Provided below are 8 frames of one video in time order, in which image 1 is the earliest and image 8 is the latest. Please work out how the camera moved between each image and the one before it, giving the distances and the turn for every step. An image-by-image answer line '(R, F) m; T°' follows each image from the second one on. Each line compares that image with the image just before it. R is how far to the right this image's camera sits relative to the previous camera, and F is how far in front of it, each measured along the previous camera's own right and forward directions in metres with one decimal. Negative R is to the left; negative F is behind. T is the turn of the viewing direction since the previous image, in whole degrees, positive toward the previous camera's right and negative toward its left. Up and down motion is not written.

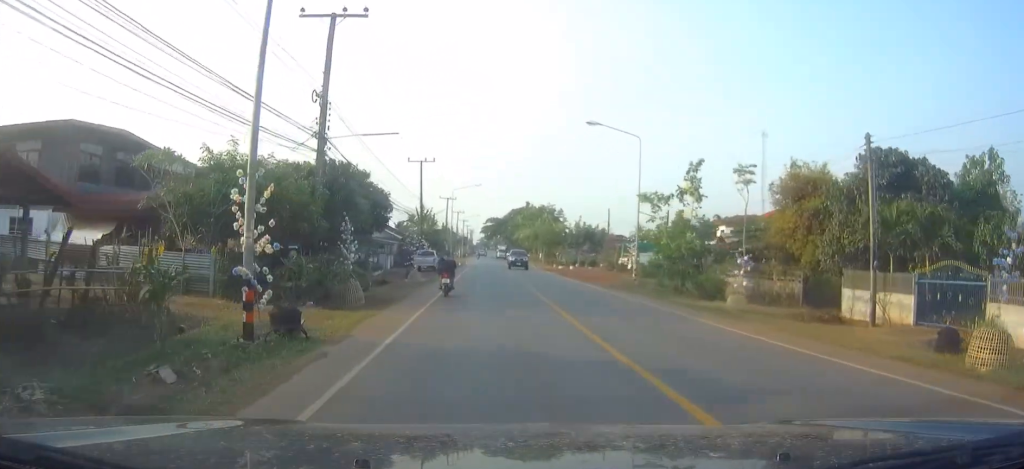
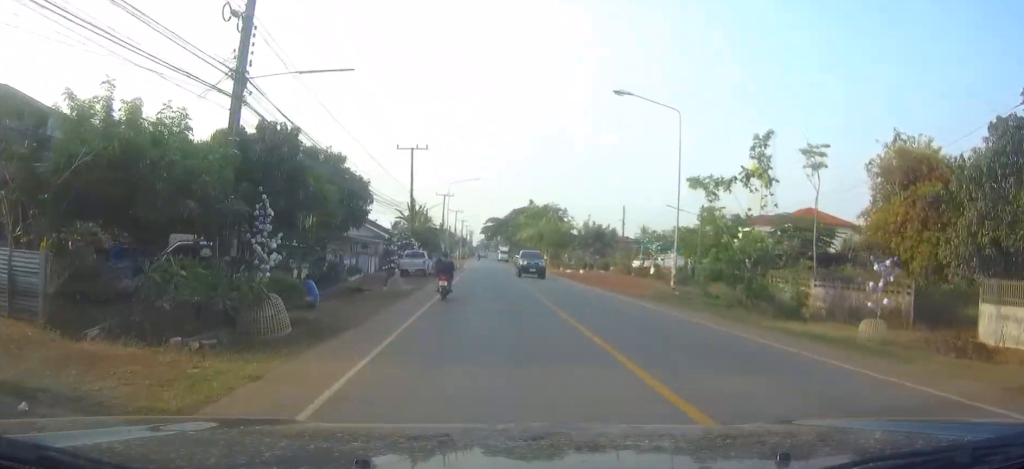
(-0.1, +8.3) m; -1°
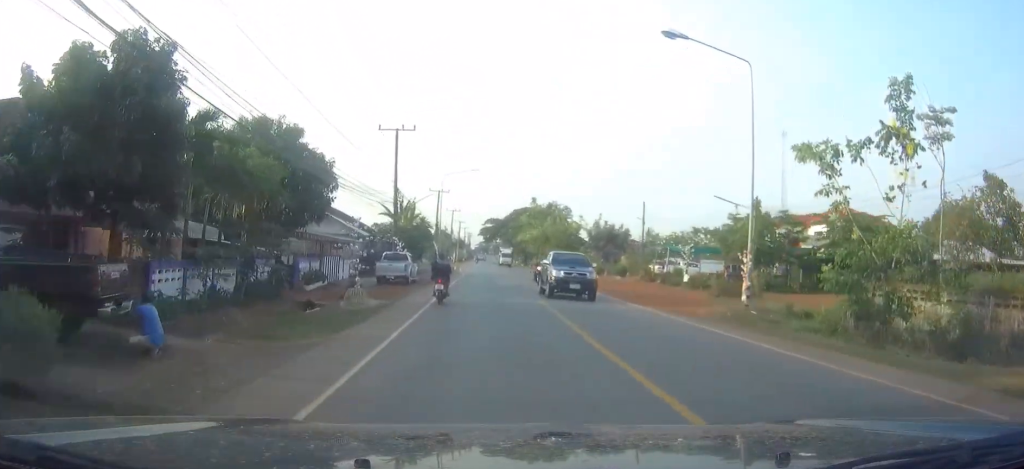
(-0.1, +9.9) m; 0°
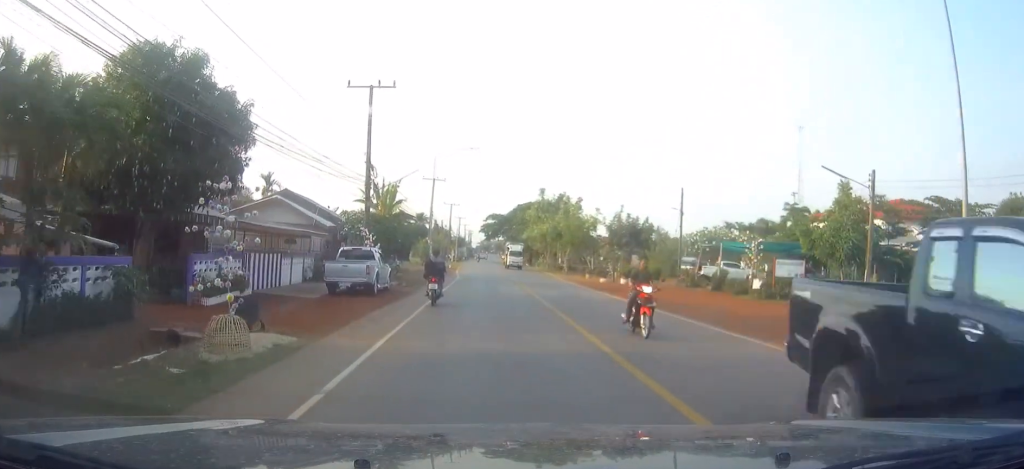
(+0.1, +11.5) m; 0°
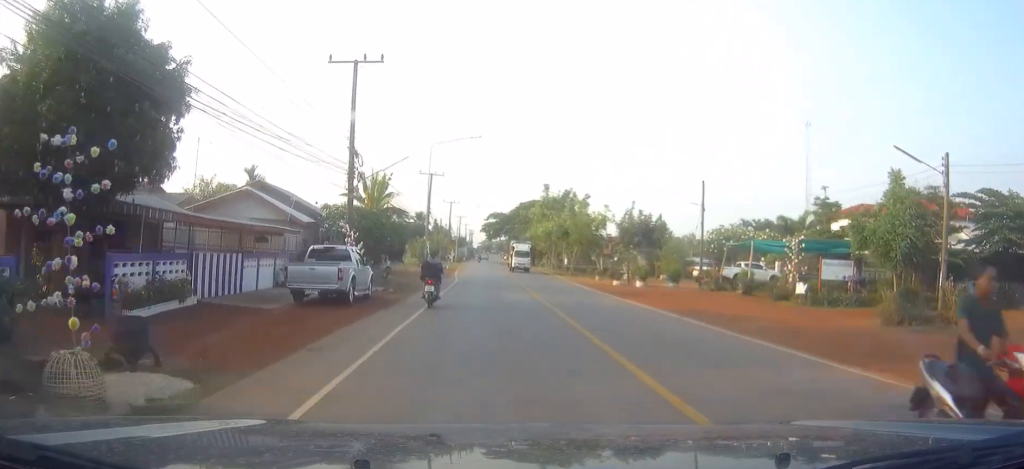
(0.0, +4.8) m; 0°
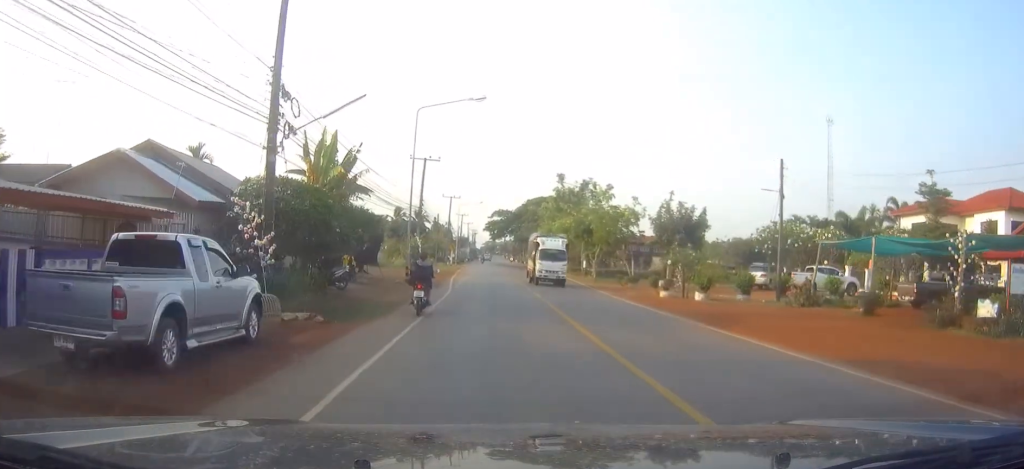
(-0.1, +12.4) m; 0°
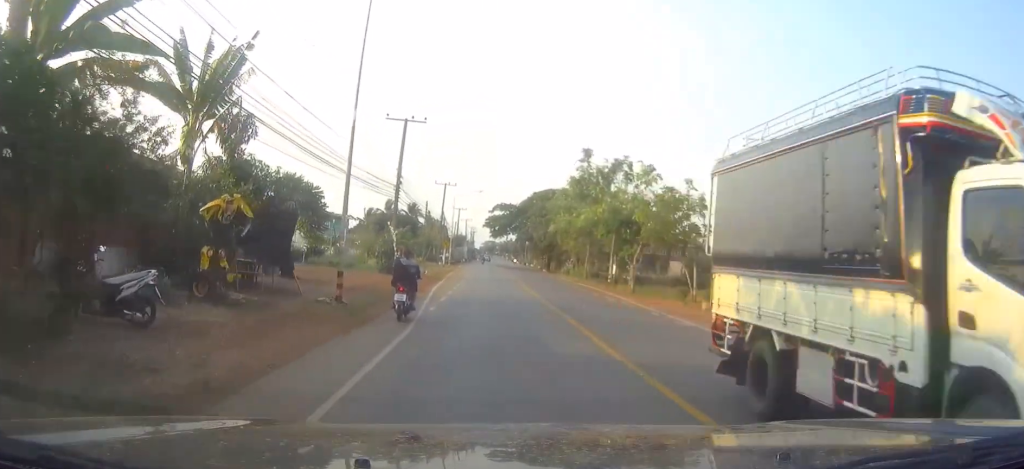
(0.0, +15.6) m; +1°
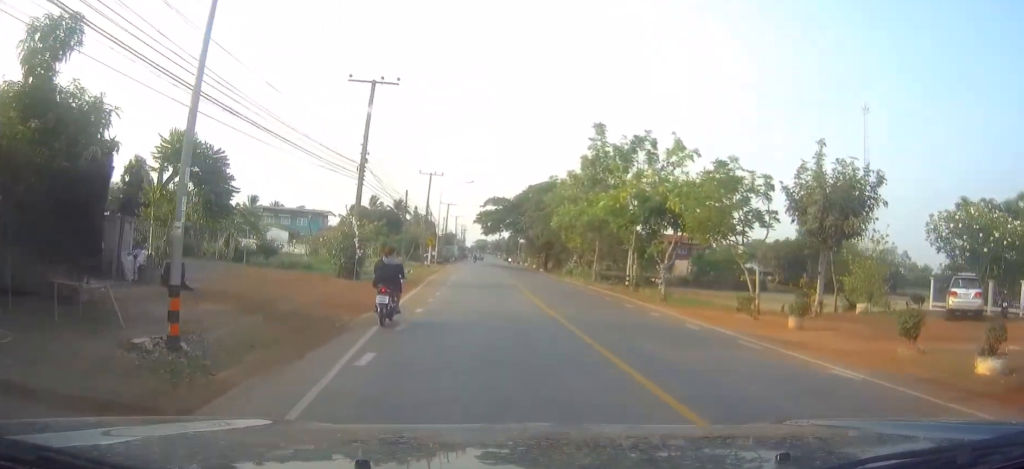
(+0.1, +9.7) m; +1°
